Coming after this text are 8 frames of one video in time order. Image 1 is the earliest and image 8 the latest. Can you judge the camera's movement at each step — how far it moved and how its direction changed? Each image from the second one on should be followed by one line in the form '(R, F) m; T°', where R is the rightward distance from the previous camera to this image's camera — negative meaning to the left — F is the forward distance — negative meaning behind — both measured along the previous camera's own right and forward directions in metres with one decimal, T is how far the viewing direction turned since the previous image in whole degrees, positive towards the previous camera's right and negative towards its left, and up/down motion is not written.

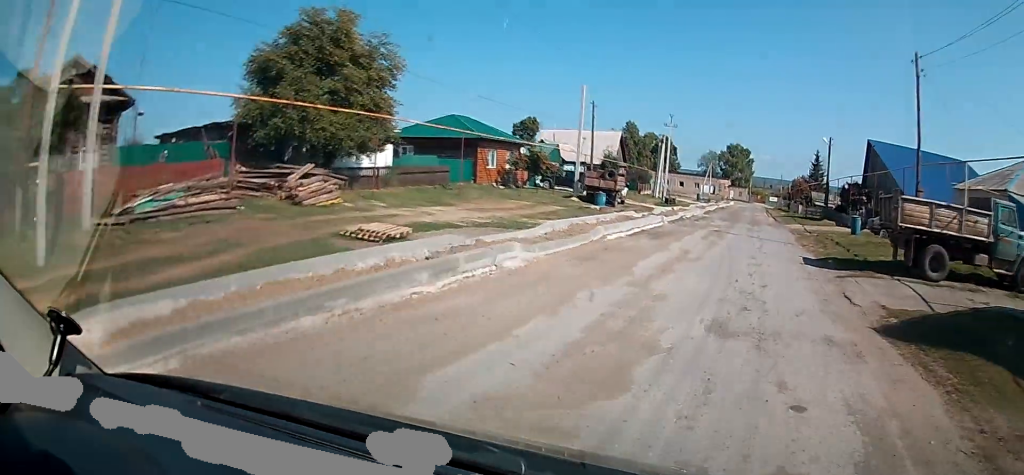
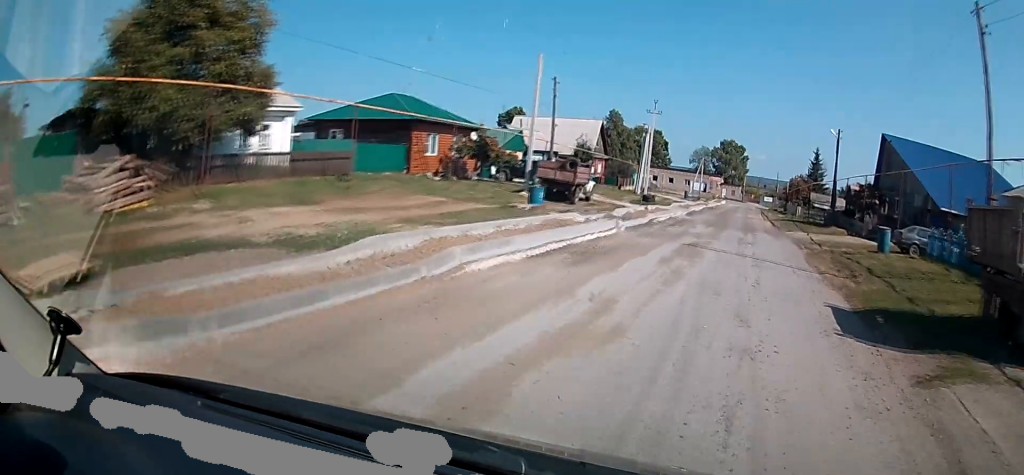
(0.0, +8.0) m; 0°
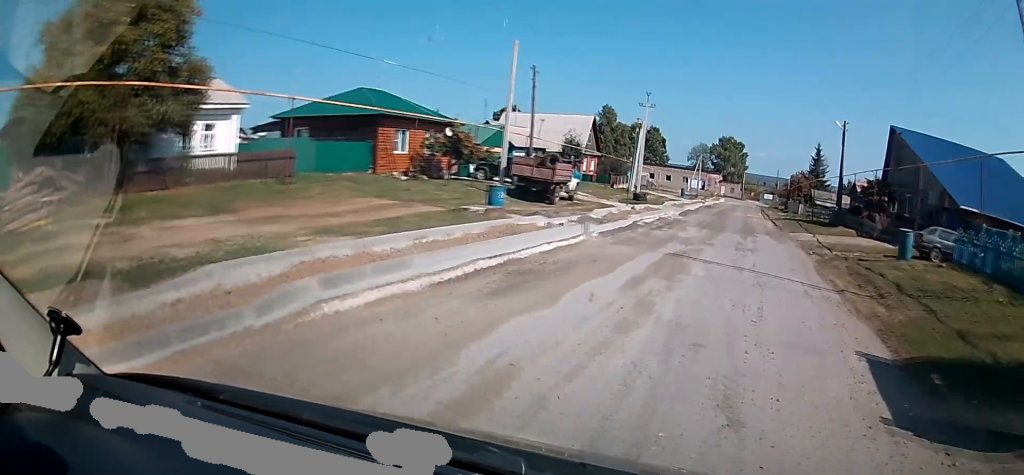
(0.0, +3.3) m; 0°
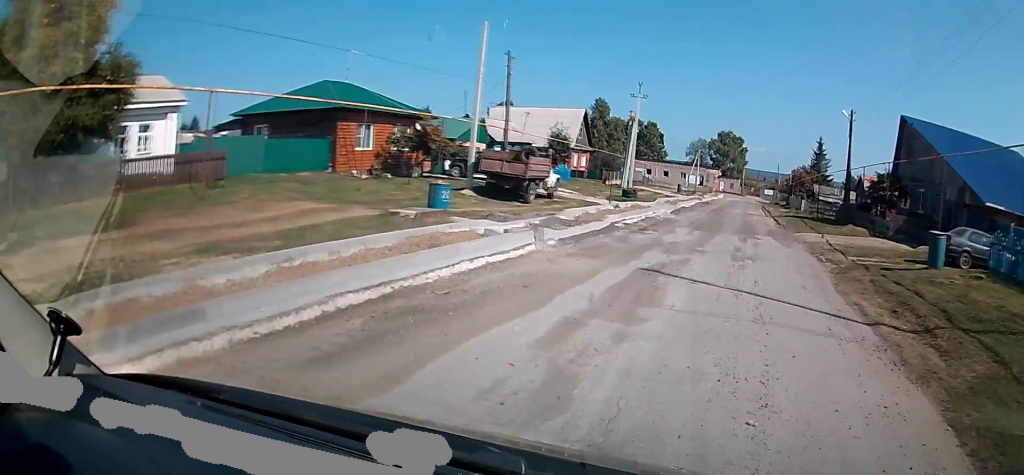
(0.0, +3.3) m; 0°
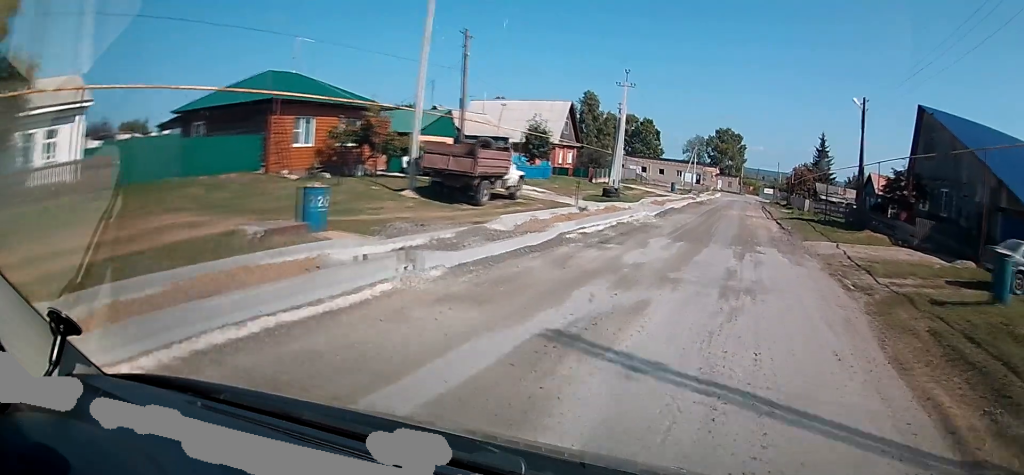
(0.0, +4.6) m; 0°
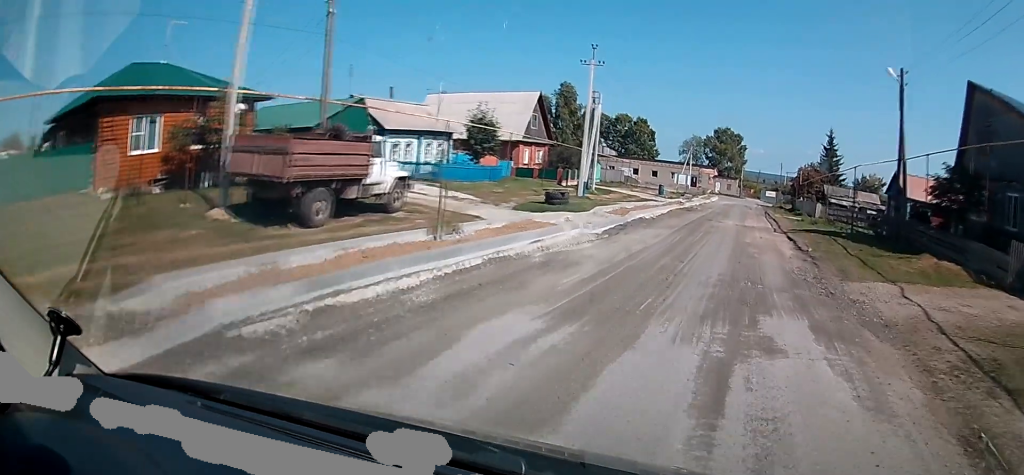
(0.0, +9.4) m; 0°
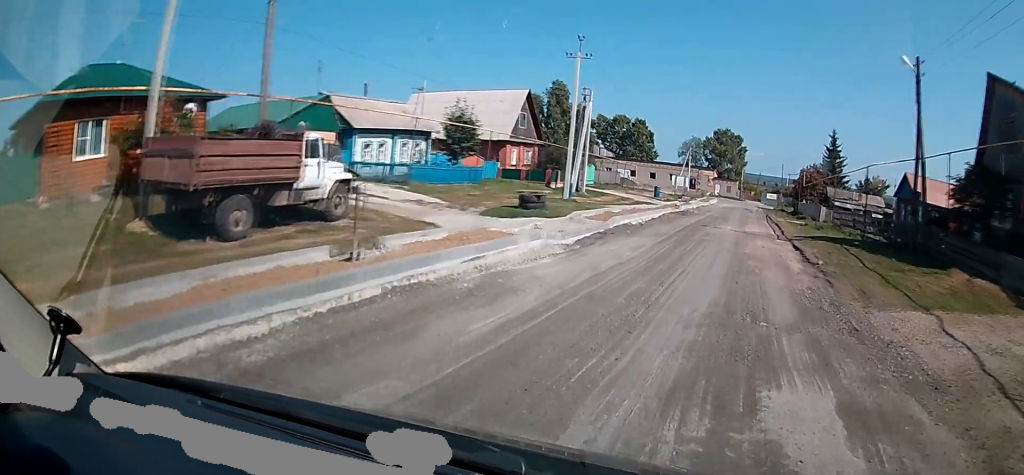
(0.0, +2.8) m; 0°
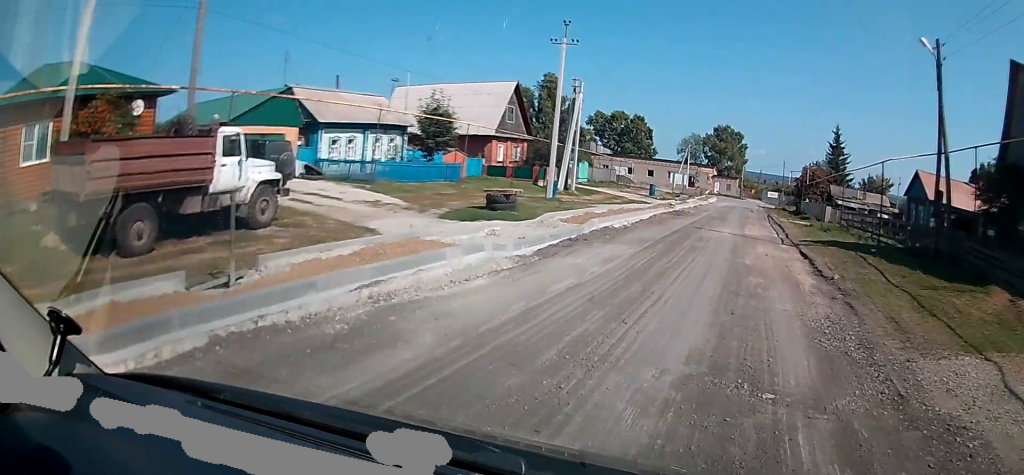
(0.0, +2.8) m; 0°
